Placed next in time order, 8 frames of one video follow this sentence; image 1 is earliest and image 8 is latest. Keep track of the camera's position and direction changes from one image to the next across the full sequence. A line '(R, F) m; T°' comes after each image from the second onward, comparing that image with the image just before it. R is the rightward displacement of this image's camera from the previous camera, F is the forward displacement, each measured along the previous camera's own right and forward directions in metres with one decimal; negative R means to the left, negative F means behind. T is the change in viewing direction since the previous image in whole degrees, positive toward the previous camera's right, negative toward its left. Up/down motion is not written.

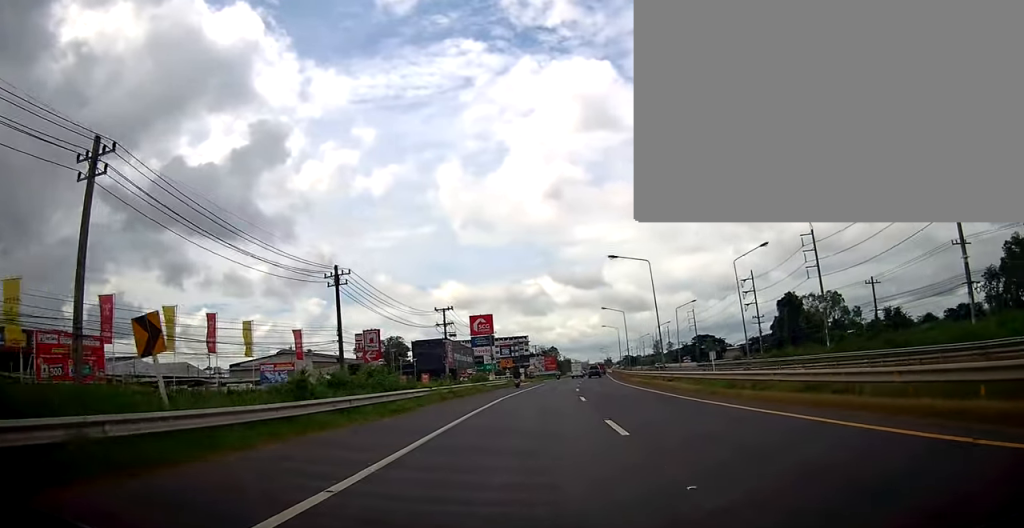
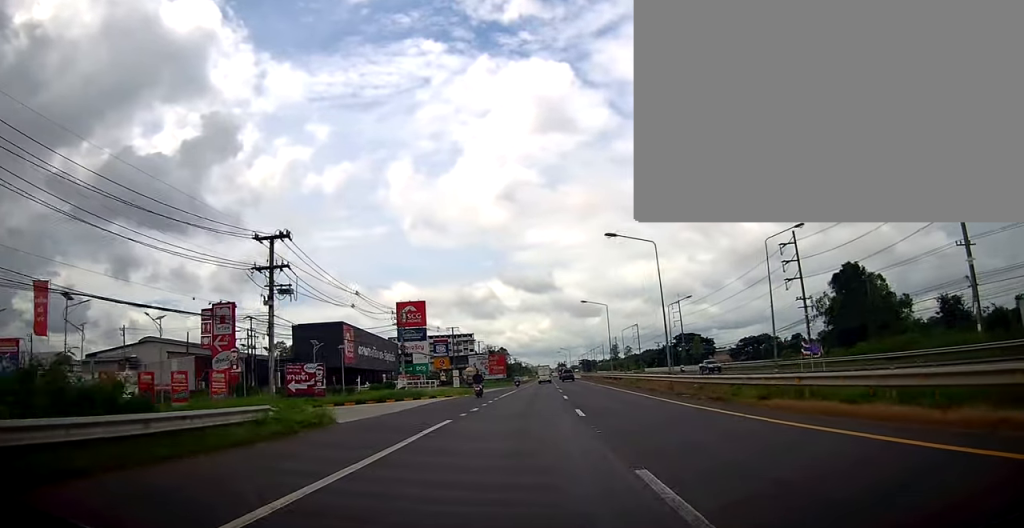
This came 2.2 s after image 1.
(+2.0, +42.7) m; +5°
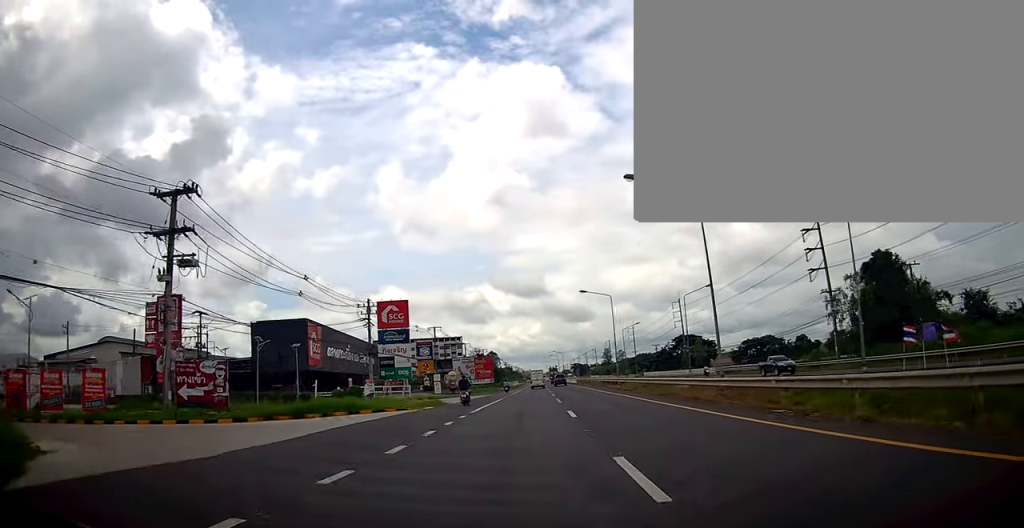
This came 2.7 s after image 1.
(+0.1, +10.7) m; 0°
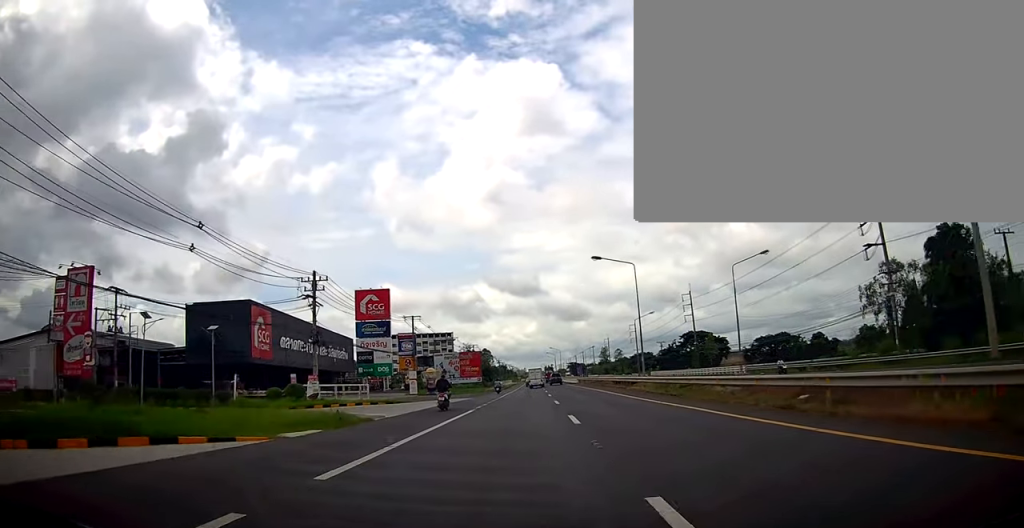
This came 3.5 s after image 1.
(0.0, +14.9) m; +1°
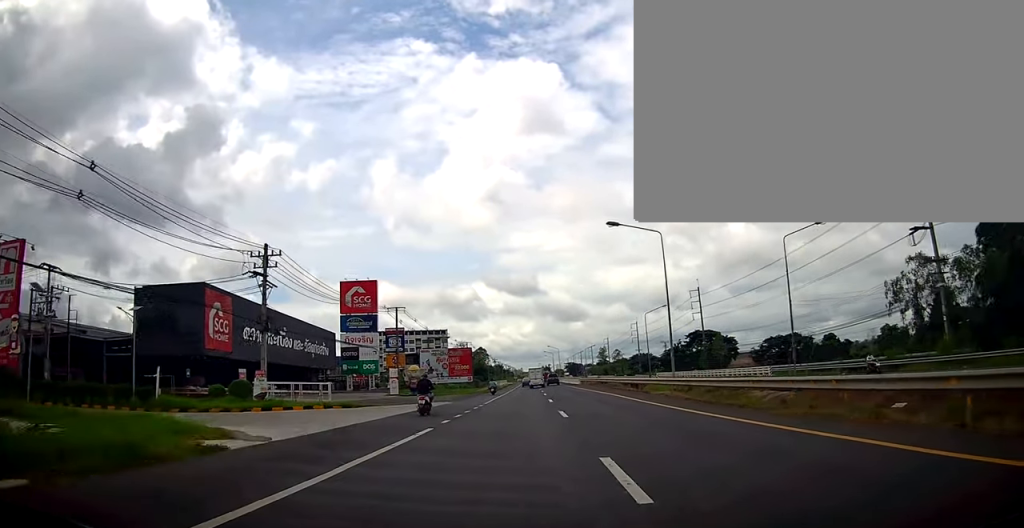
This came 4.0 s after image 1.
(-0.2, +9.4) m; +1°
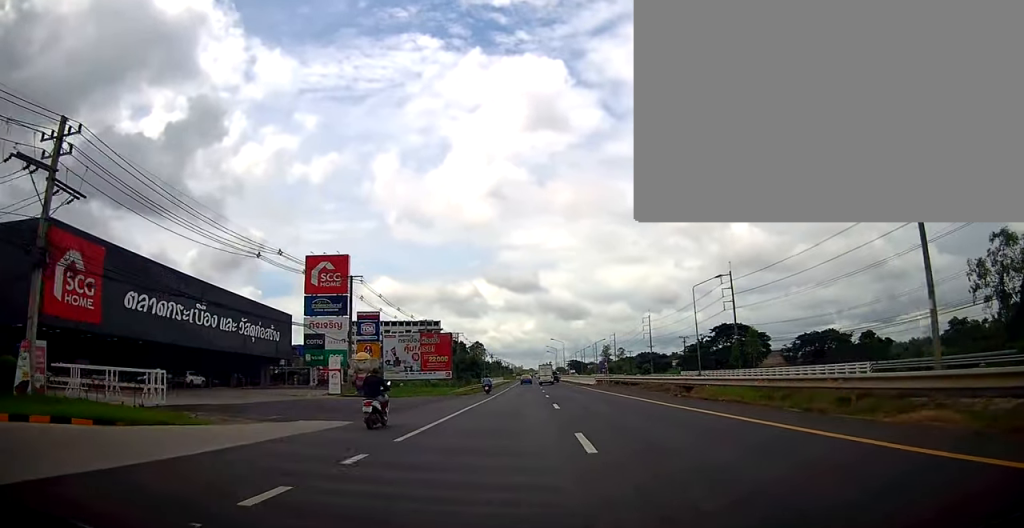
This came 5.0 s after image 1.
(+0.7, +20.7) m; 0°
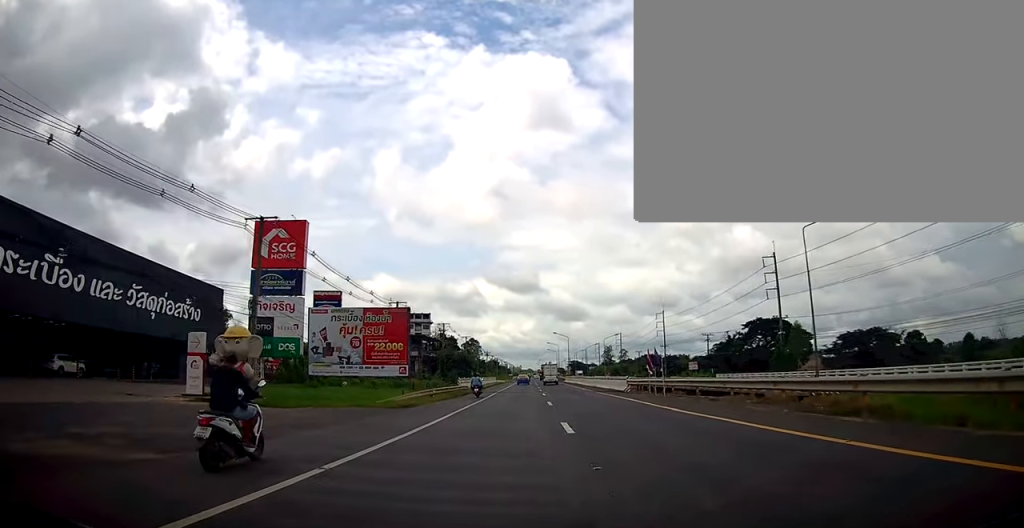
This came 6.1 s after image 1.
(-0.8, +20.9) m; -2°
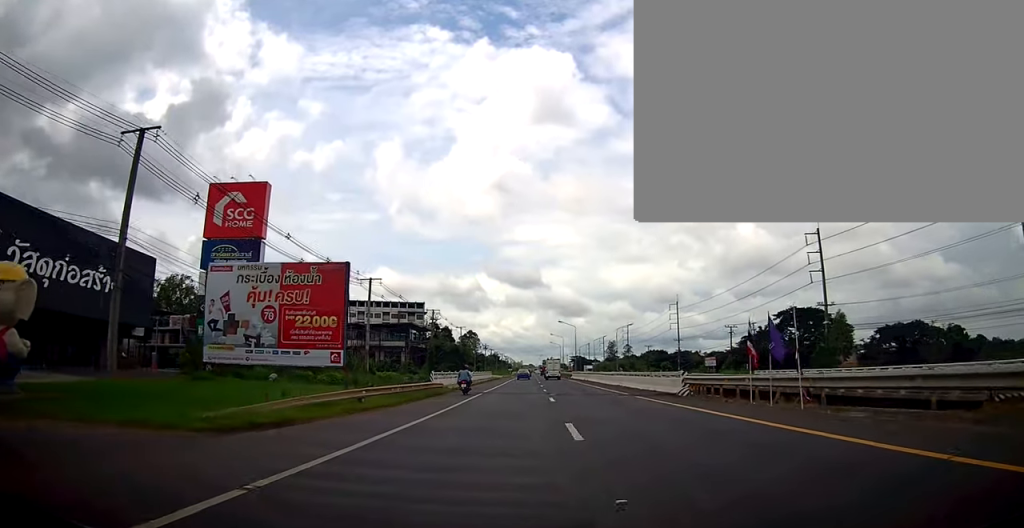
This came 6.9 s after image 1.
(-0.1, +14.4) m; 0°
